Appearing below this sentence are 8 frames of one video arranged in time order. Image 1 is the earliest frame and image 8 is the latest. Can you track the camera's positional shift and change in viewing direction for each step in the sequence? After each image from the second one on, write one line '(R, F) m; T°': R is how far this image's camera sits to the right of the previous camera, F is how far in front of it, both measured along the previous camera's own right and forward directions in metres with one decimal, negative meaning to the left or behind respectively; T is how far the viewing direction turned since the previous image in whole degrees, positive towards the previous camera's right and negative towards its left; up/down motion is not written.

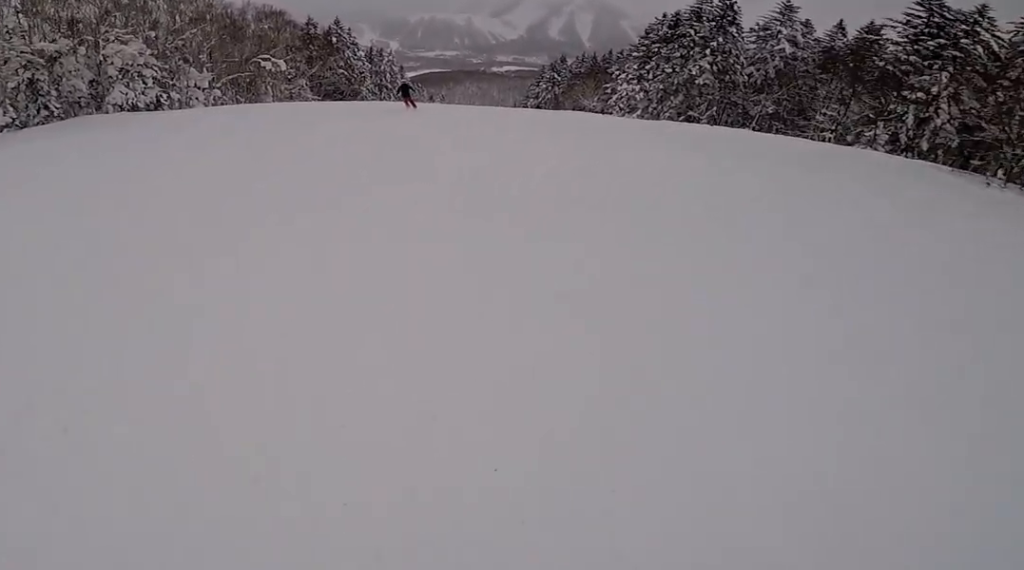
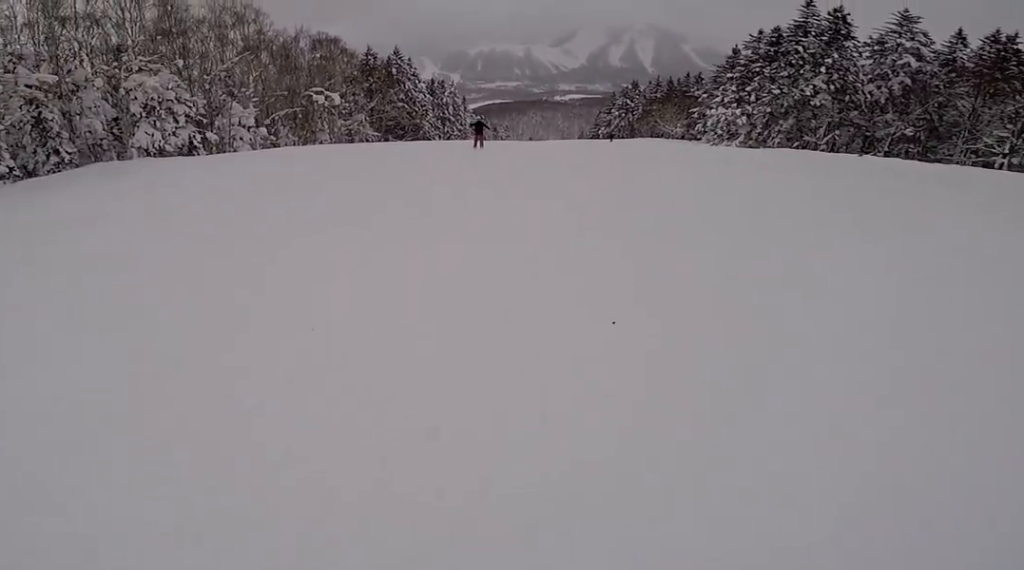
(-0.8, +8.3) m; -5°
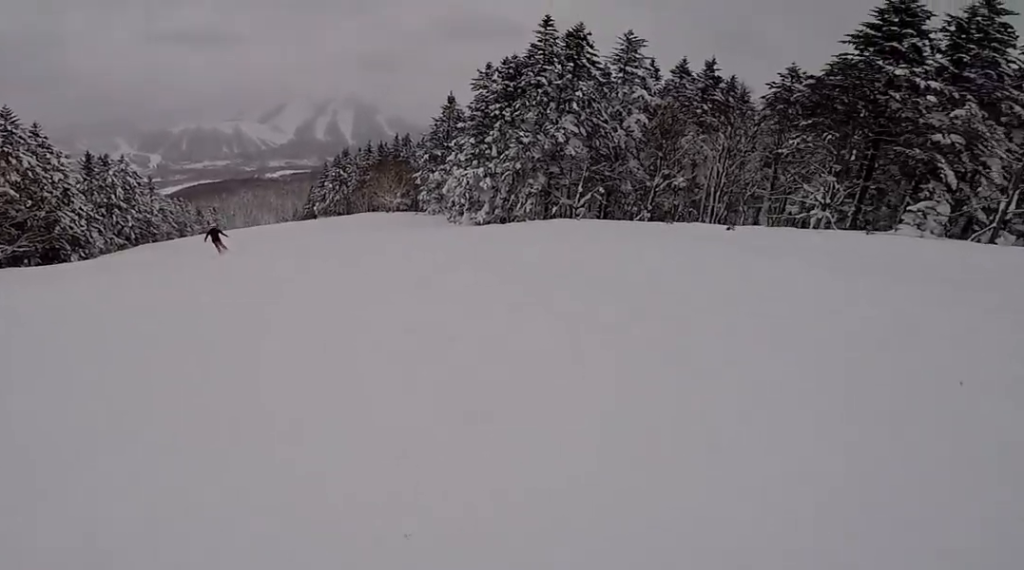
(+2.5, +22.6) m; +16°
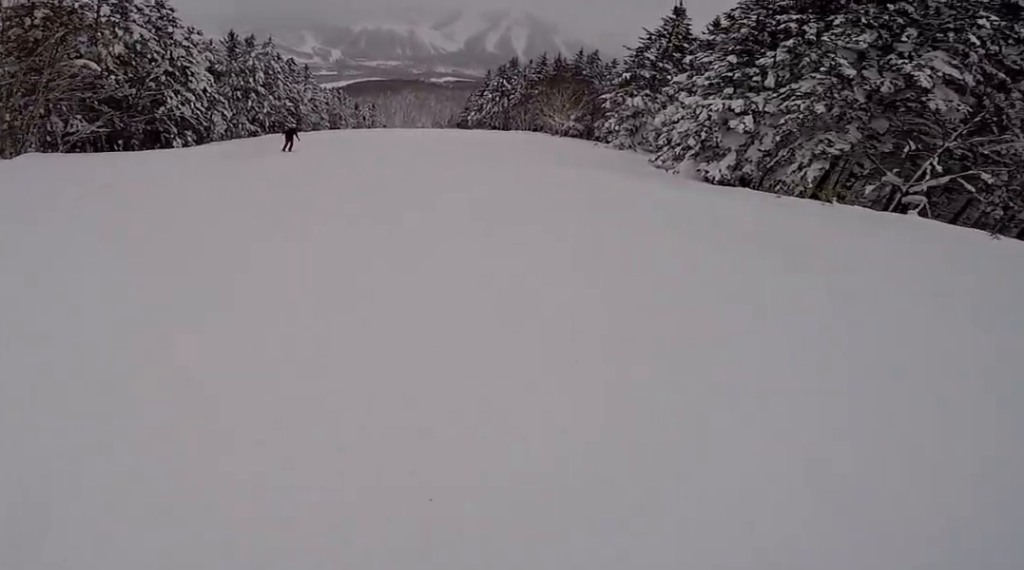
(-1.0, +14.4) m; -17°
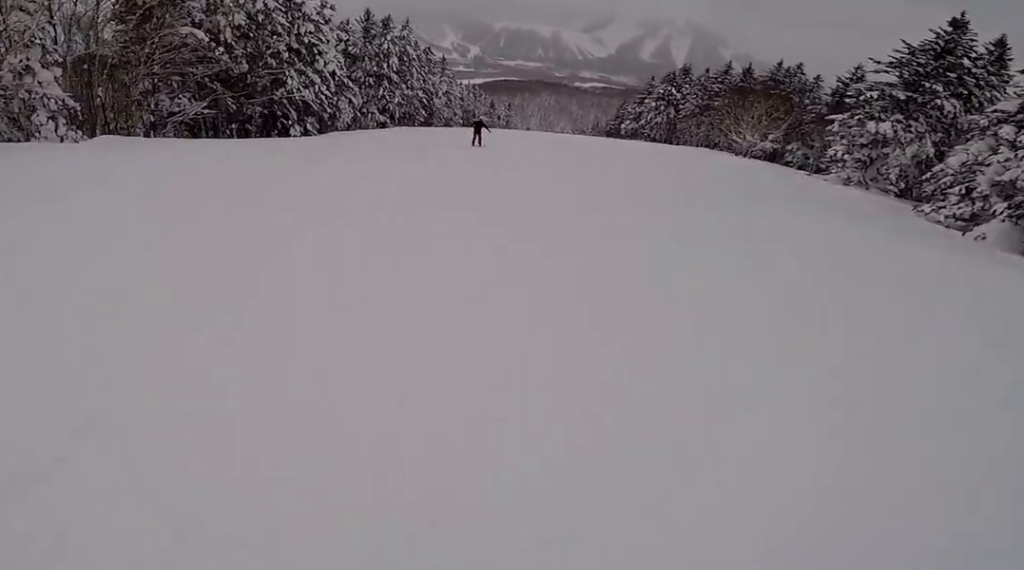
(-1.0, +8.4) m; -7°
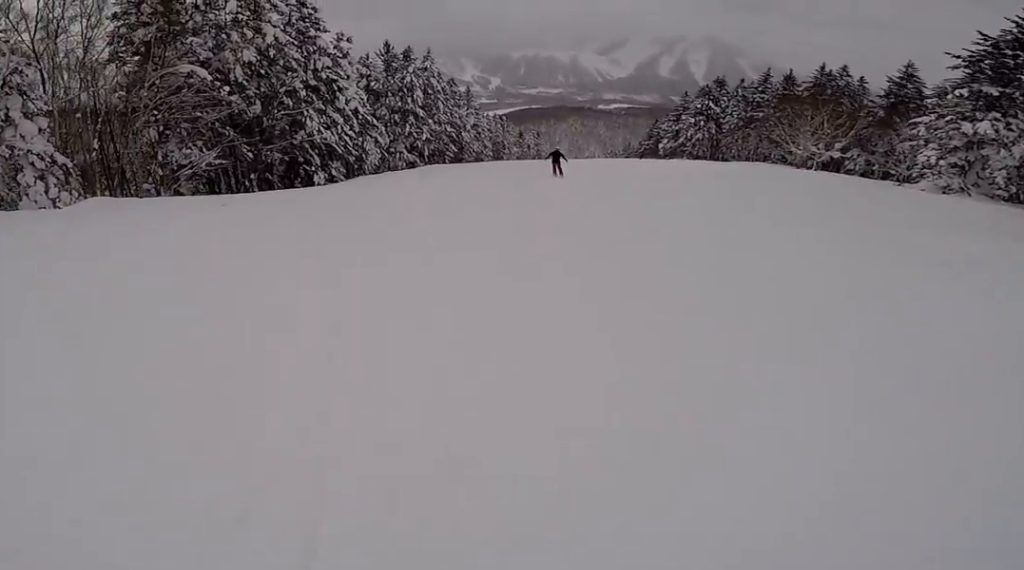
(-0.2, +4.8) m; -1°
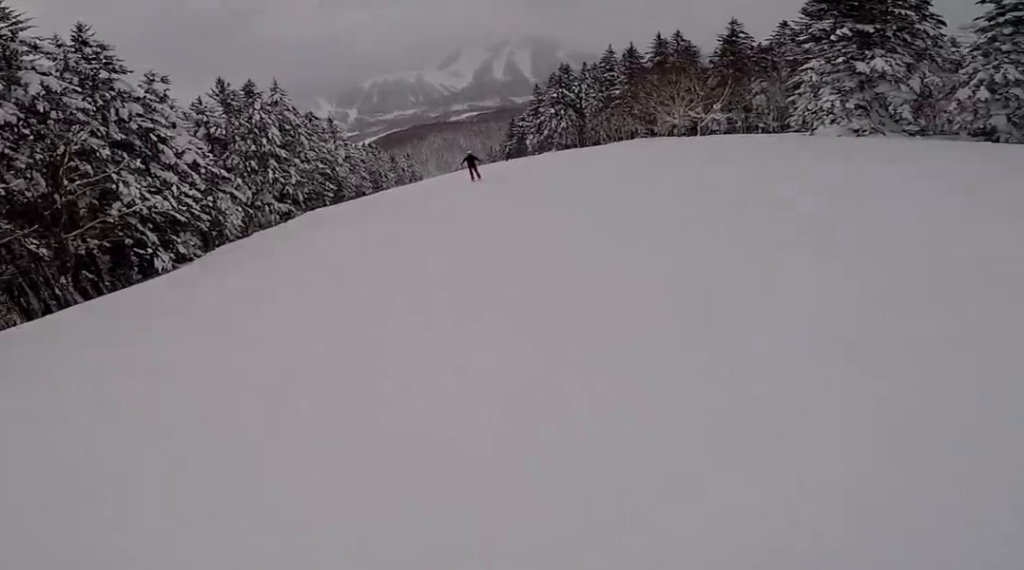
(-0.1, +8.8) m; +11°
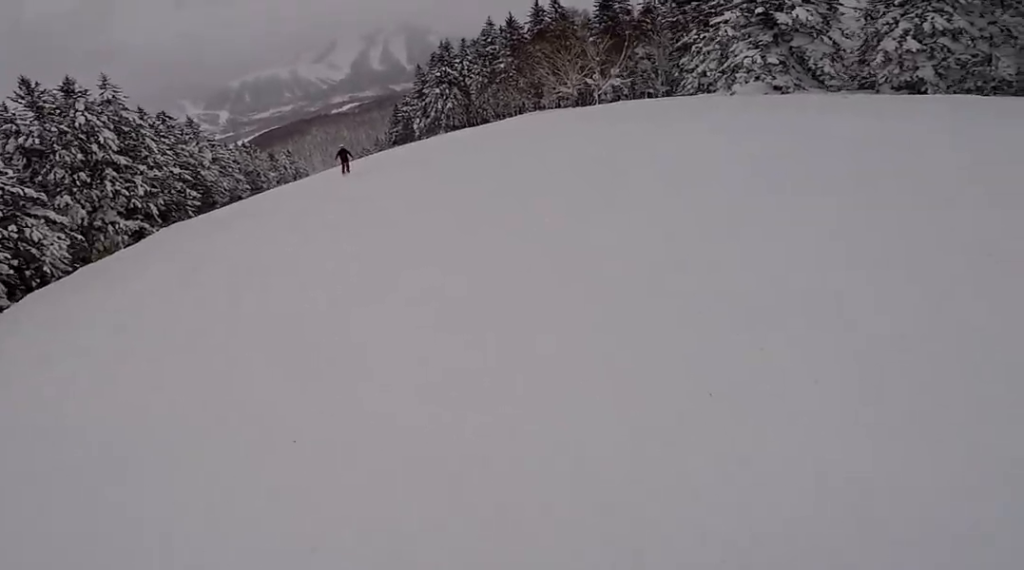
(+1.4, +7.3) m; +12°
